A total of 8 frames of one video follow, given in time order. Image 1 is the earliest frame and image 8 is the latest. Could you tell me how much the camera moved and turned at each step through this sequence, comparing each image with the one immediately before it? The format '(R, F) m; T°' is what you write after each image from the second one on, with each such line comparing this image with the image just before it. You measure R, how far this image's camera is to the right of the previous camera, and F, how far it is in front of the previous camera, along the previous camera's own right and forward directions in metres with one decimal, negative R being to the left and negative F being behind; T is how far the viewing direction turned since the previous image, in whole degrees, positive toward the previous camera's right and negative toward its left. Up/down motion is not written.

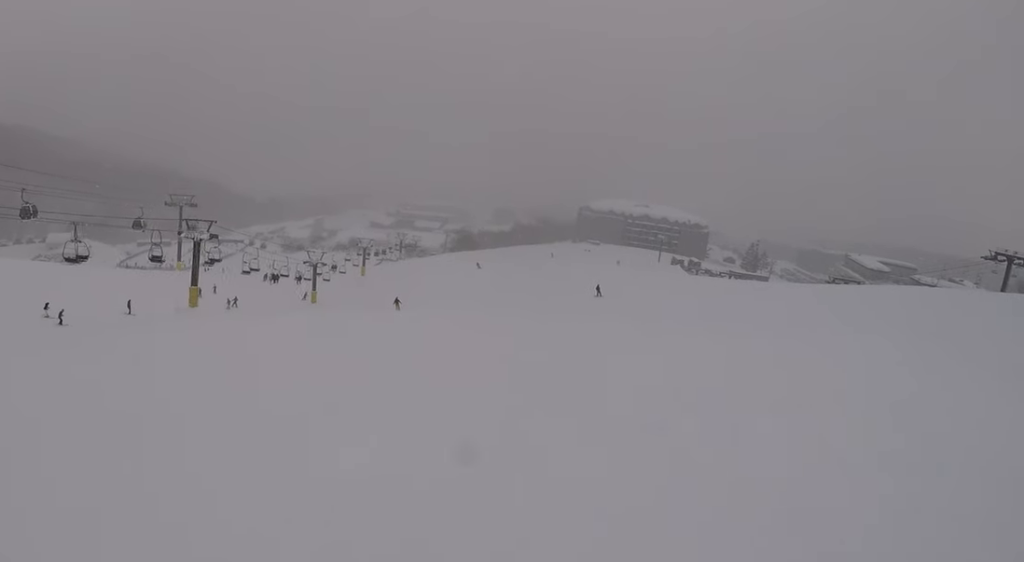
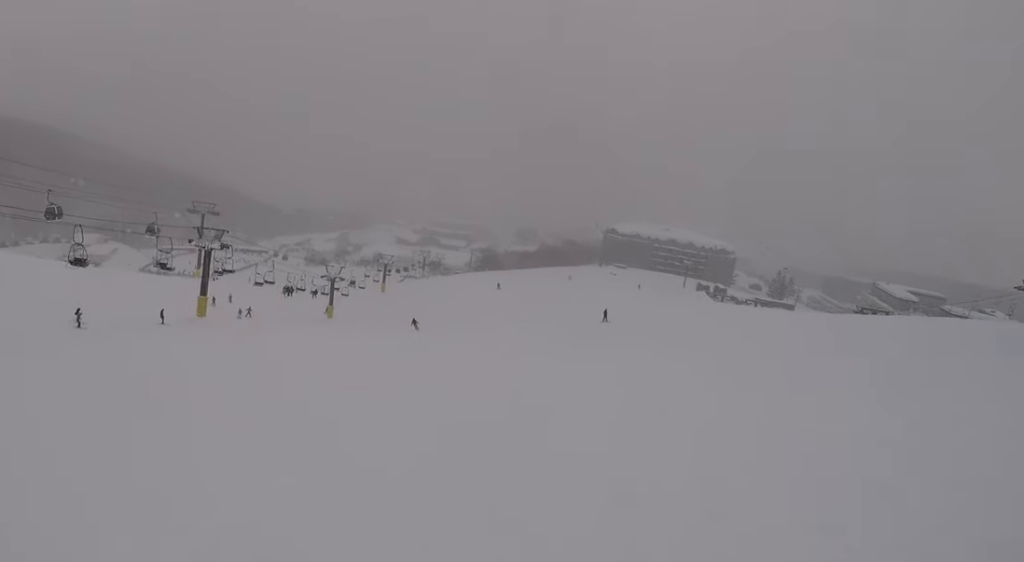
(+0.3, +2.3) m; 0°
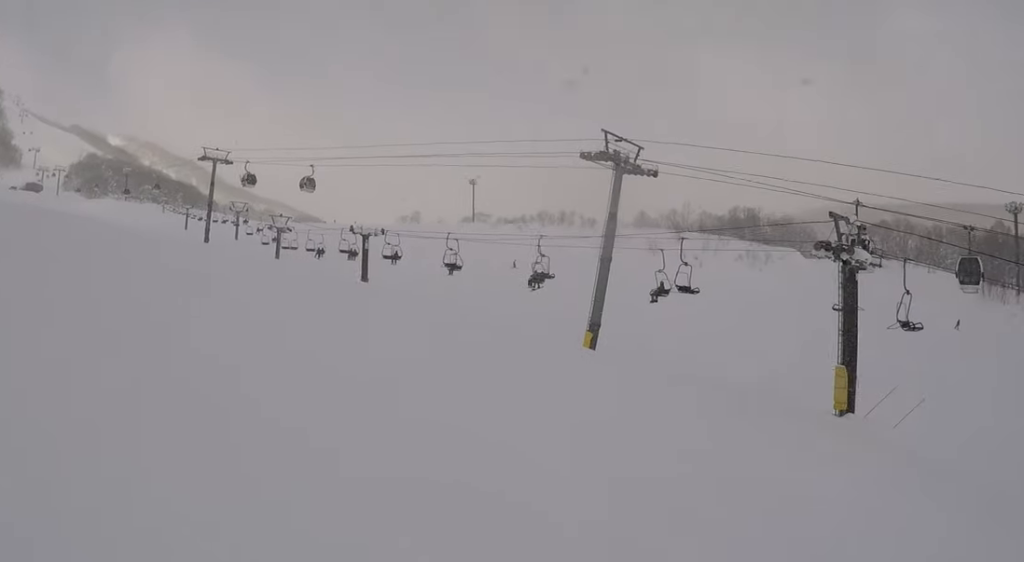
(-3.4, +11.0) m; -47°
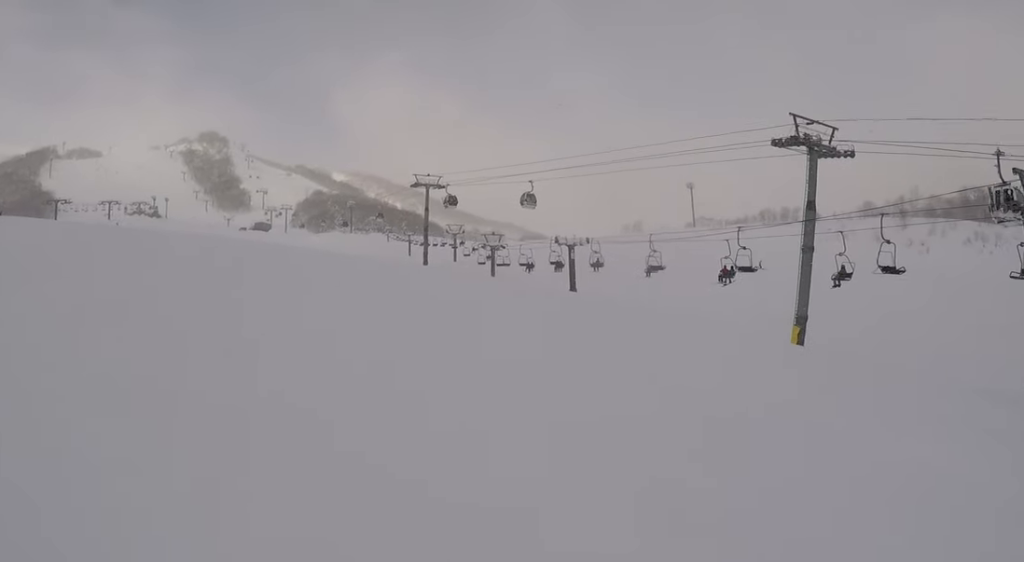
(-0.1, +2.5) m; -19°
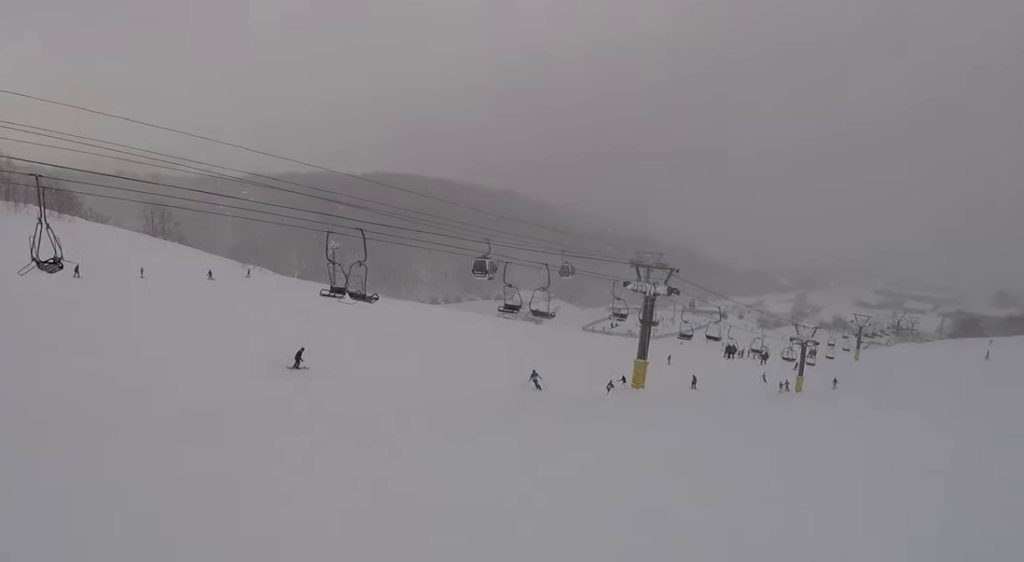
(-1.0, +5.4) m; +6°
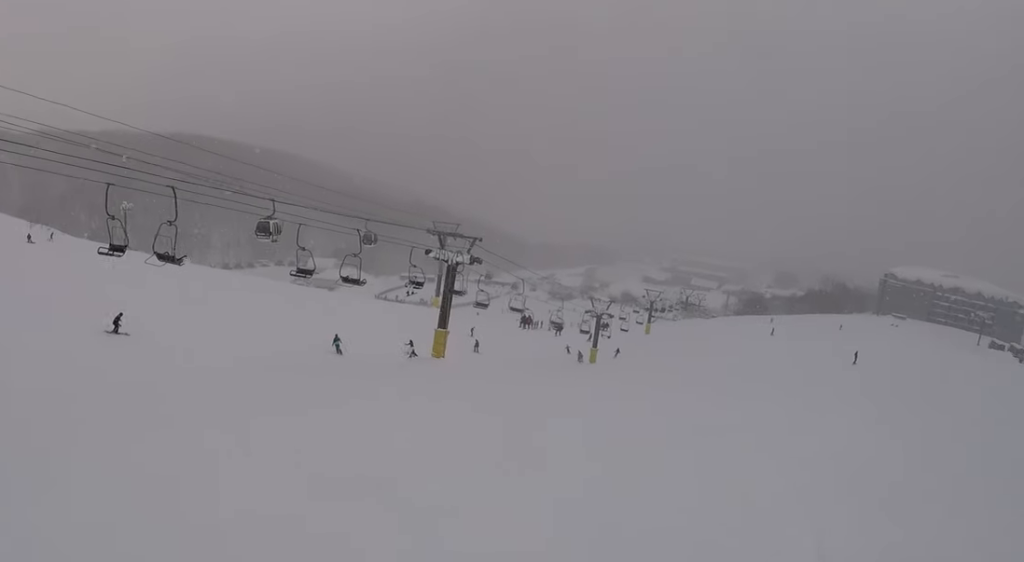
(+0.4, +1.6) m; +10°
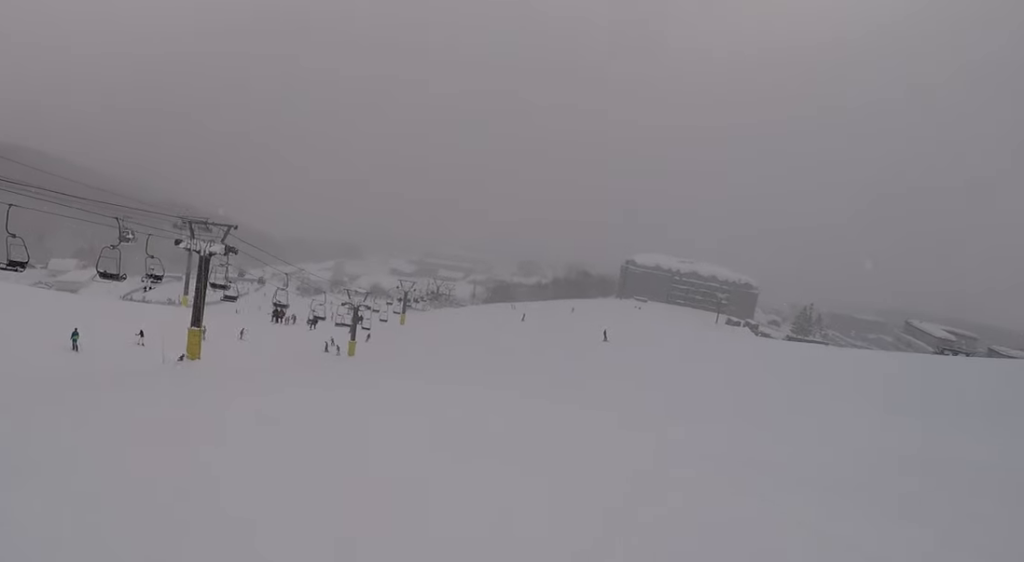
(+0.3, +3.6) m; +20°
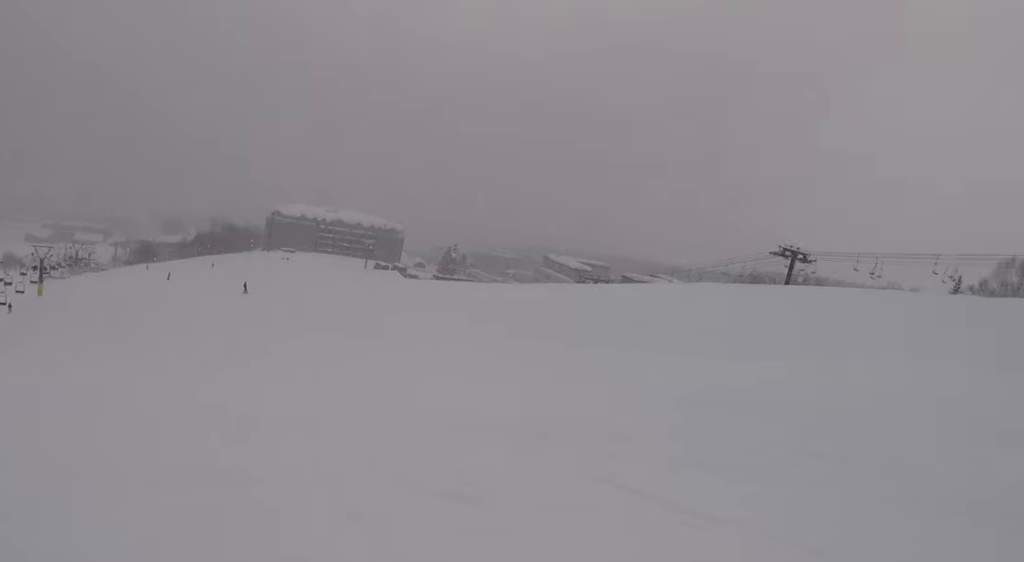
(+0.4, +2.4) m; +17°
